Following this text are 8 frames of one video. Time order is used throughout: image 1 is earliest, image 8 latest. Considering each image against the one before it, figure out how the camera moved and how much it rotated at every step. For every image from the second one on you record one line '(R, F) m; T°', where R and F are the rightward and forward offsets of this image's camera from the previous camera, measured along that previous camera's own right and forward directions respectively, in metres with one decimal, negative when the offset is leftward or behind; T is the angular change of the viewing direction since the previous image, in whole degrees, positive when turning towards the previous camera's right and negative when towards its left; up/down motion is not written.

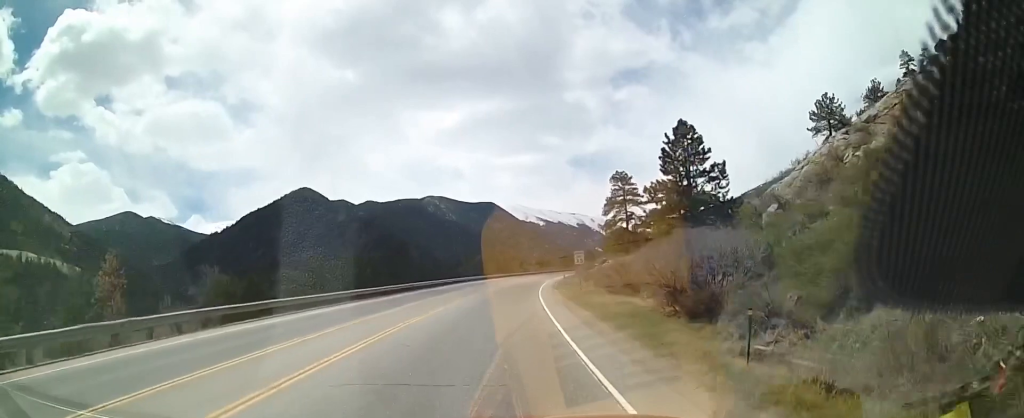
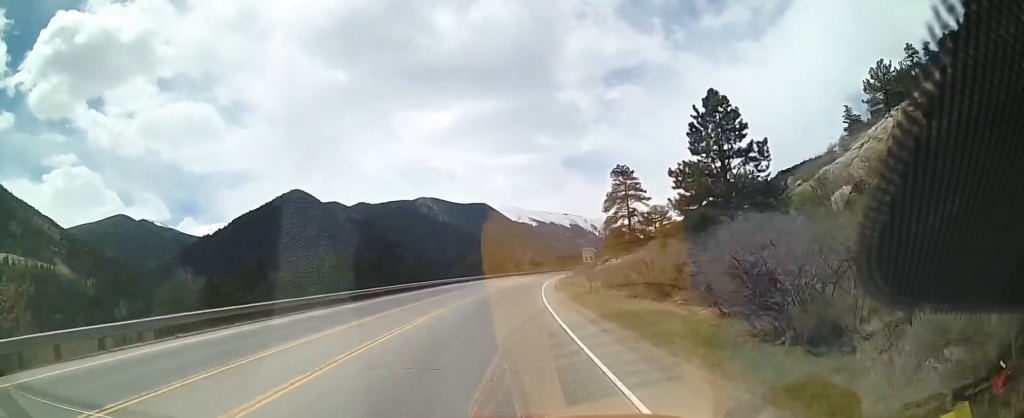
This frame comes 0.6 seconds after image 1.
(-0.2, +8.6) m; -1°
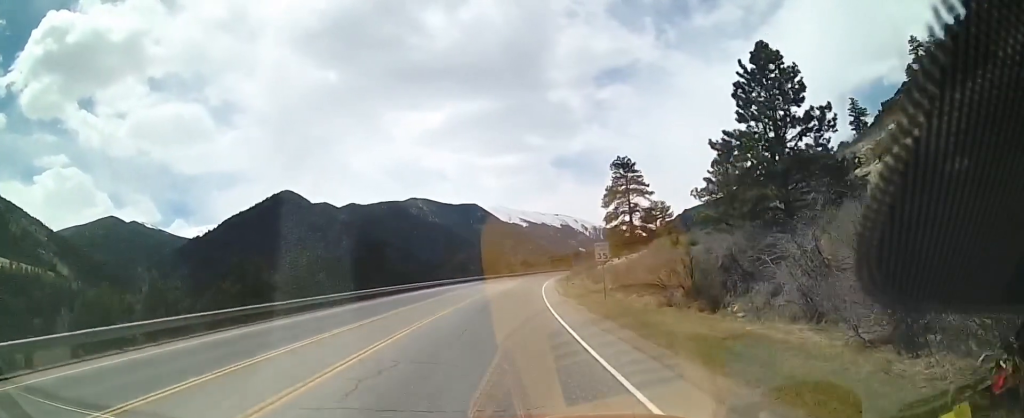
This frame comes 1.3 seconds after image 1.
(-0.1, +9.0) m; +2°
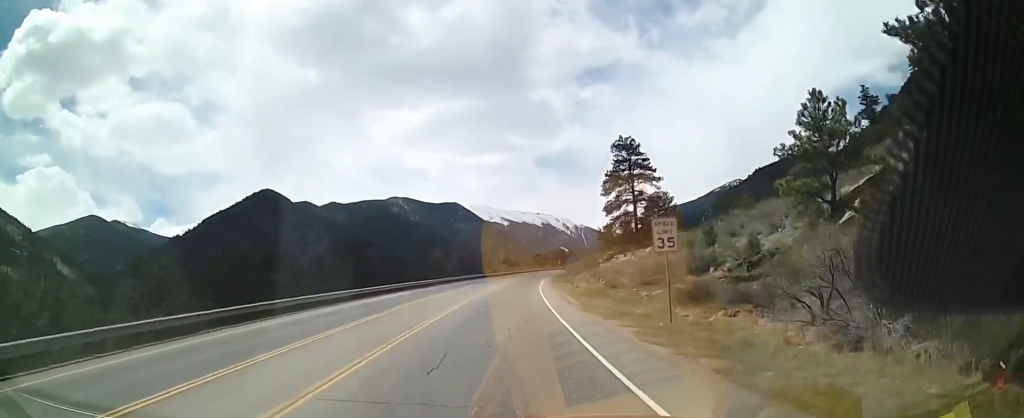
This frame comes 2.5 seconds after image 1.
(+0.5, +16.3) m; 0°
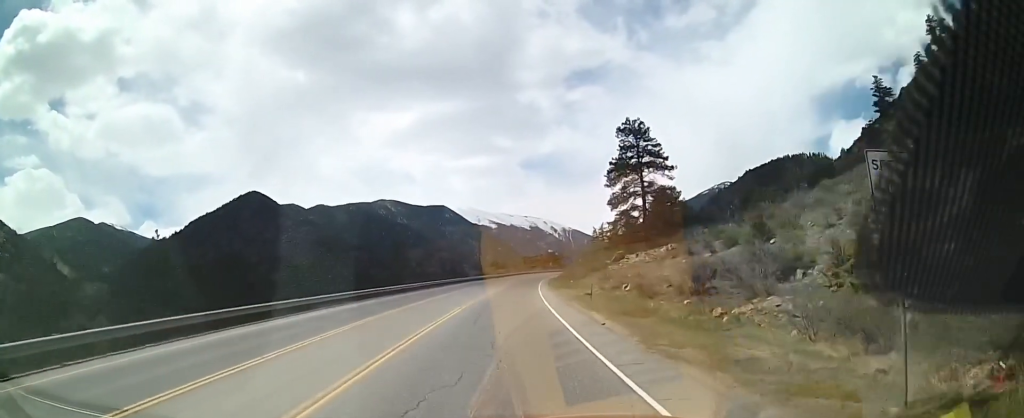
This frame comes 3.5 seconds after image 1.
(-0.5, +12.8) m; 0°
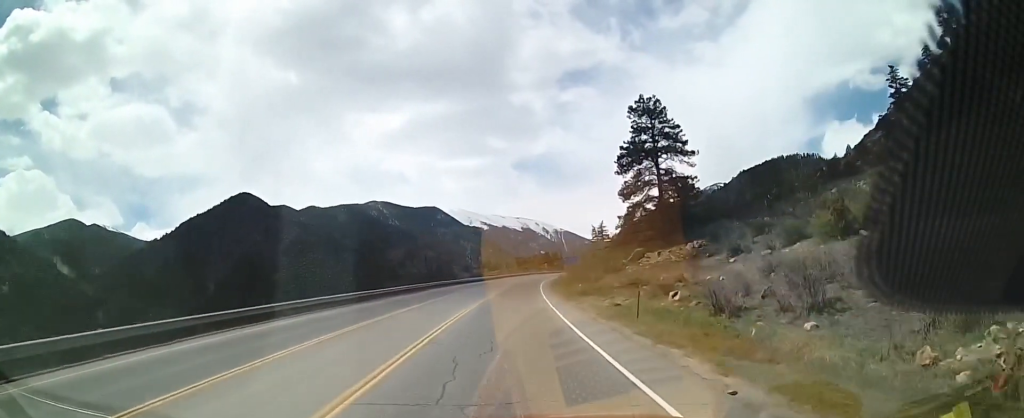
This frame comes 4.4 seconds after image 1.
(+0.5, +11.7) m; +2°
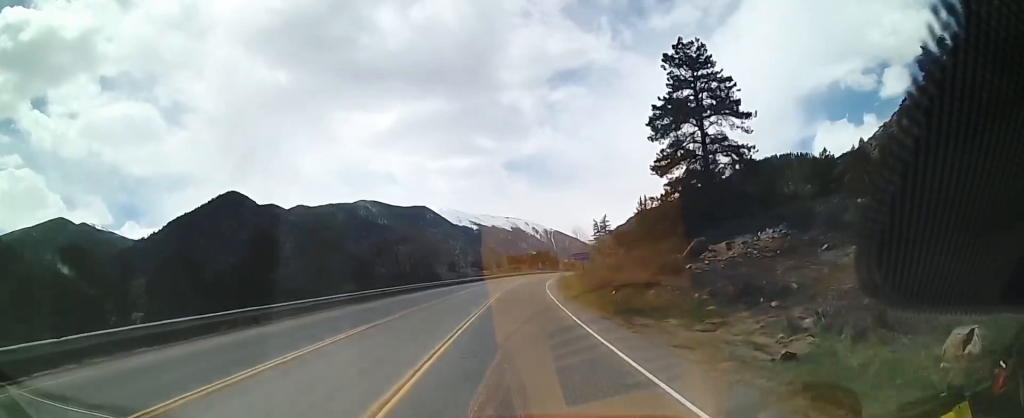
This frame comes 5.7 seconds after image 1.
(+0.1, +18.3) m; +1°
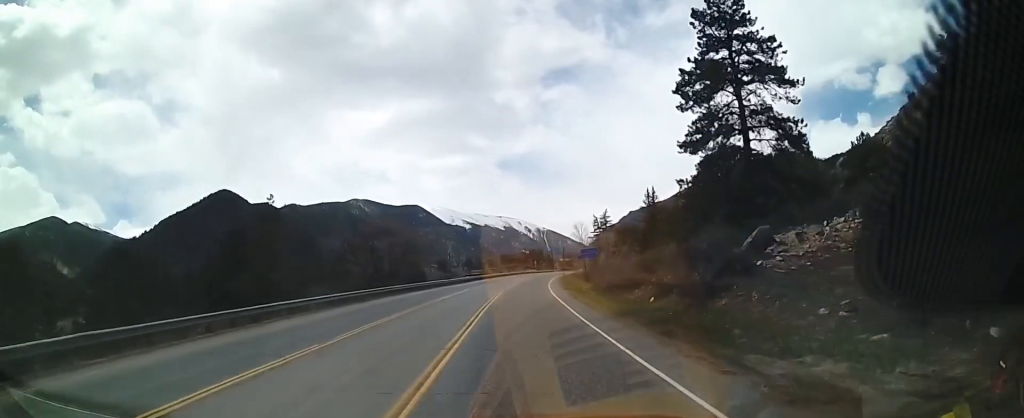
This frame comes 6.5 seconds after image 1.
(-0.1, +9.7) m; +2°
